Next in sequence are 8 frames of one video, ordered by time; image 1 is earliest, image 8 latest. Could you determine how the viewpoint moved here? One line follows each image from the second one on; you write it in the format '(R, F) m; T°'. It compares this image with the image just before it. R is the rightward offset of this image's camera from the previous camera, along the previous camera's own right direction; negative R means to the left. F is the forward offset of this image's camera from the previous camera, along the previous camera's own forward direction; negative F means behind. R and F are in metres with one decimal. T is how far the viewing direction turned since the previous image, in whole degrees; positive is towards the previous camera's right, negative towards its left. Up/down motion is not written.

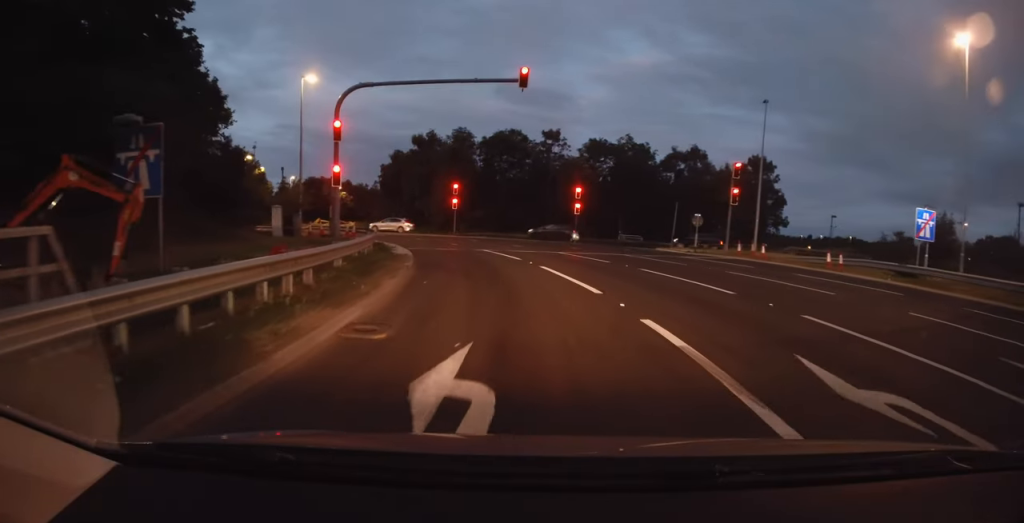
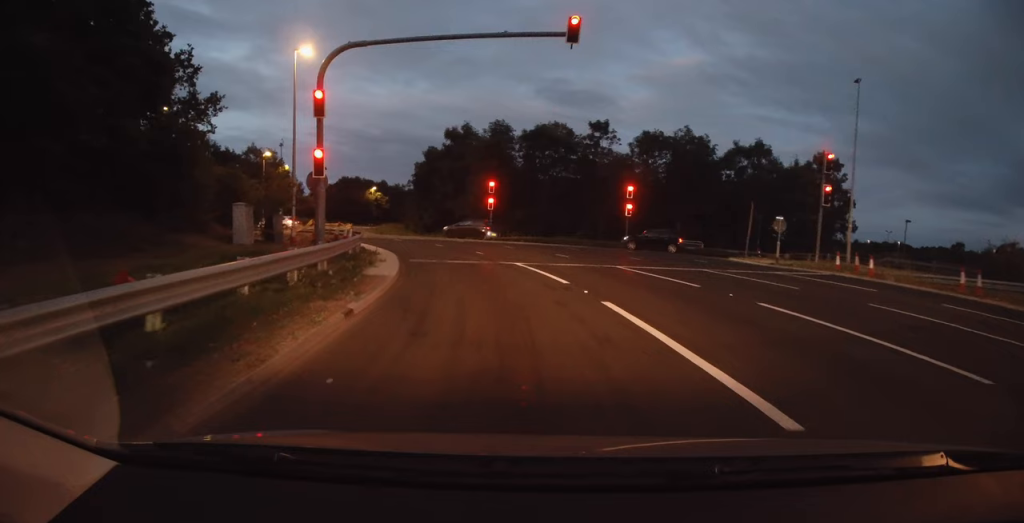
(-0.4, +7.3) m; -6°
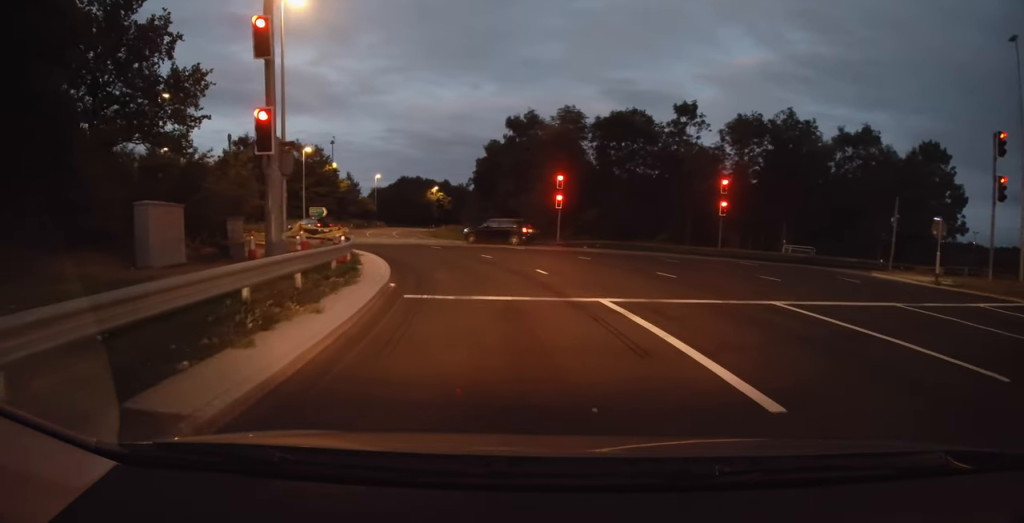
(-0.6, +8.3) m; -9°
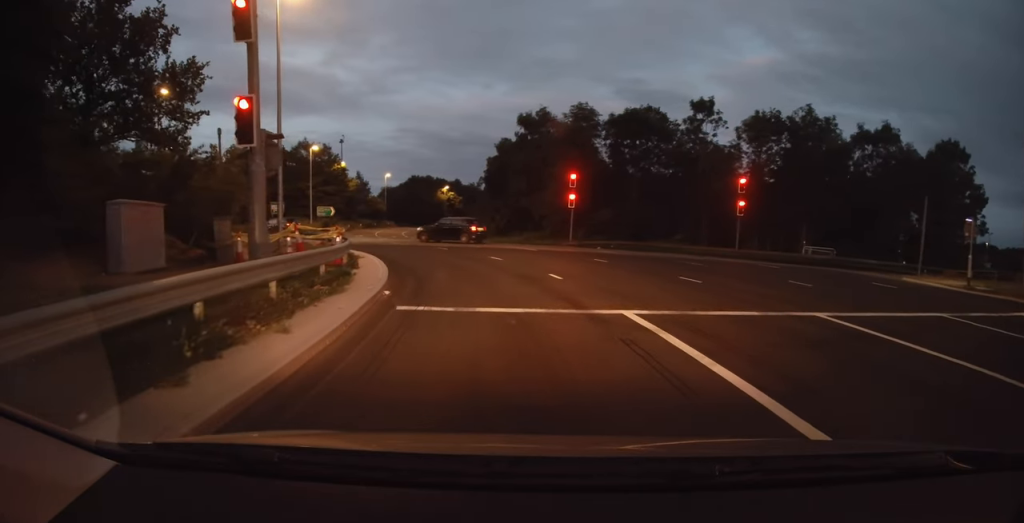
(0.0, +1.4) m; -2°
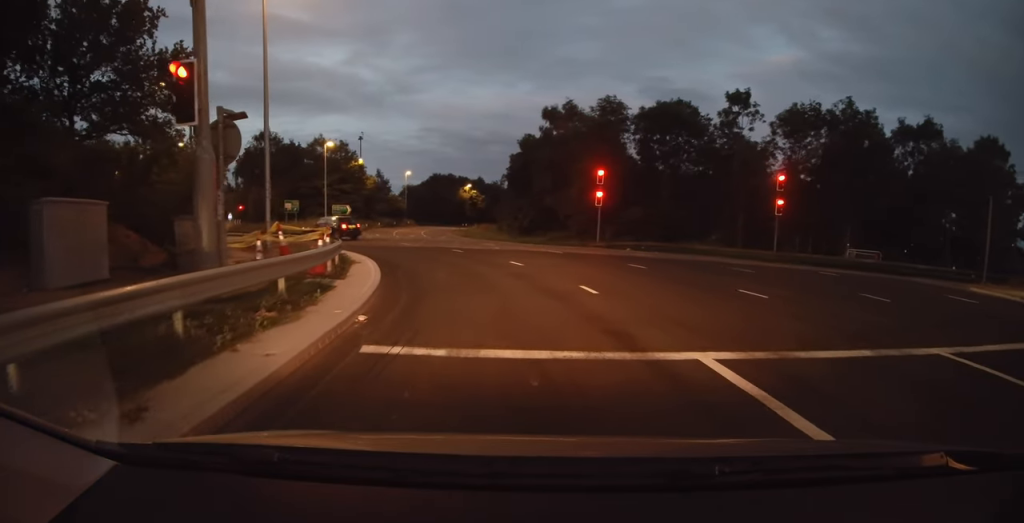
(0.0, +2.7) m; -1°
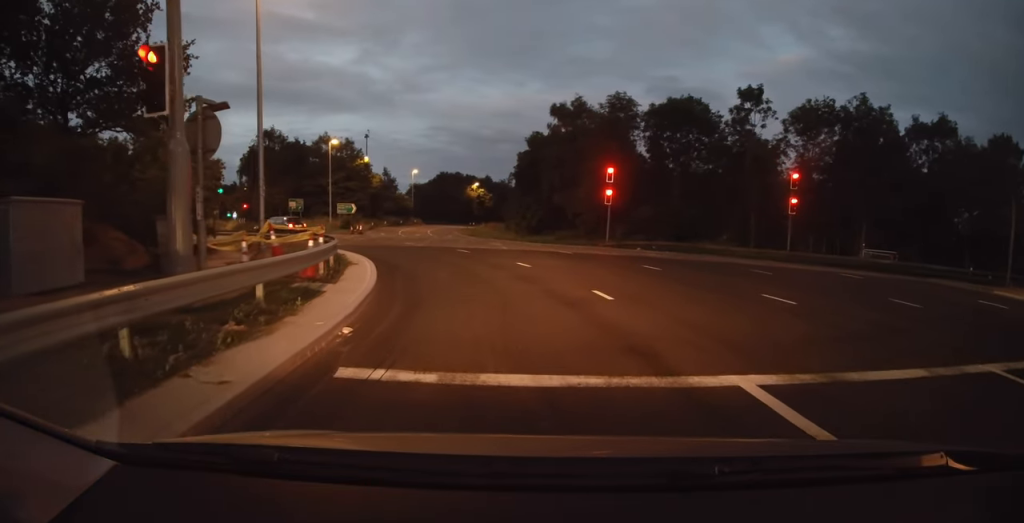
(0.0, +0.8) m; 0°
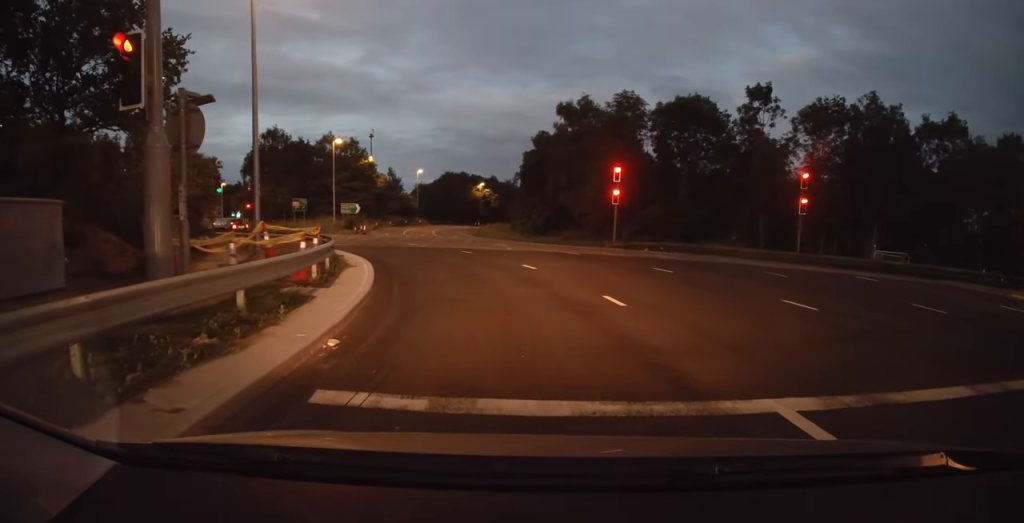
(0.0, +0.8) m; 0°
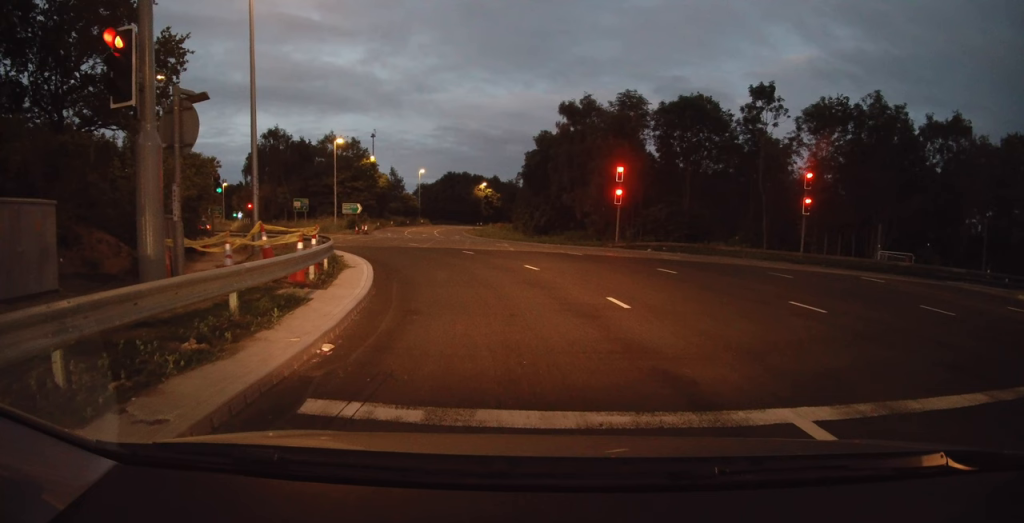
(0.0, +0.2) m; 0°
